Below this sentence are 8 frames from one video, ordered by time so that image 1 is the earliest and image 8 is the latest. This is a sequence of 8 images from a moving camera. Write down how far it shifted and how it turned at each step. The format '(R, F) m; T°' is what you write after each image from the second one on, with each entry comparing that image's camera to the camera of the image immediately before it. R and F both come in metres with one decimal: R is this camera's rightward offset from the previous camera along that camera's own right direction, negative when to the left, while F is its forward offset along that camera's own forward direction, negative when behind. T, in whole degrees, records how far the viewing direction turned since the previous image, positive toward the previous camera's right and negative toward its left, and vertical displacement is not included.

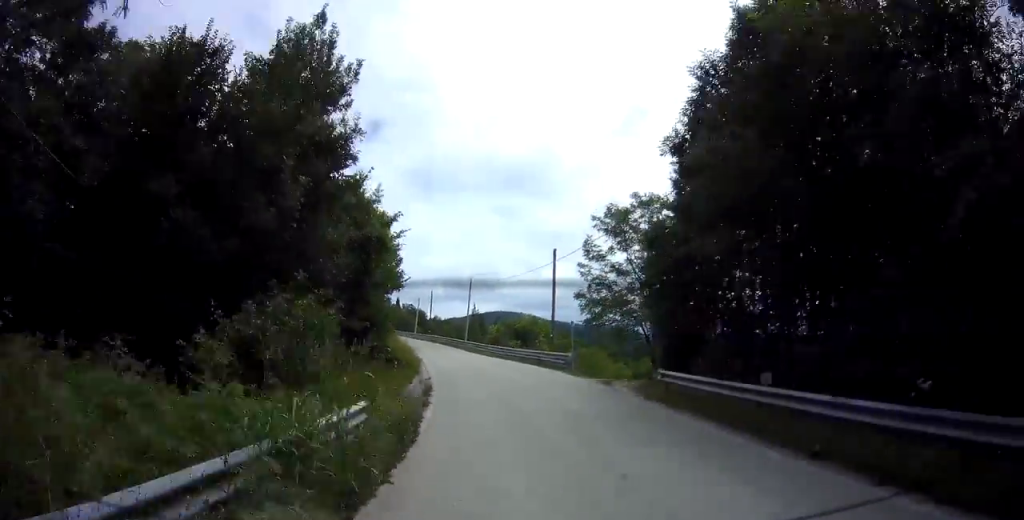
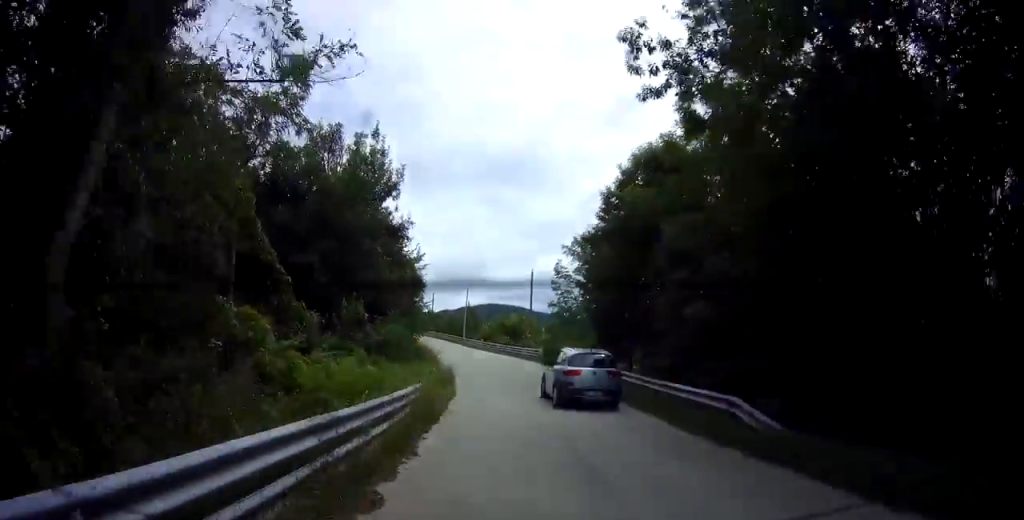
(0.0, +11.6) m; -3°
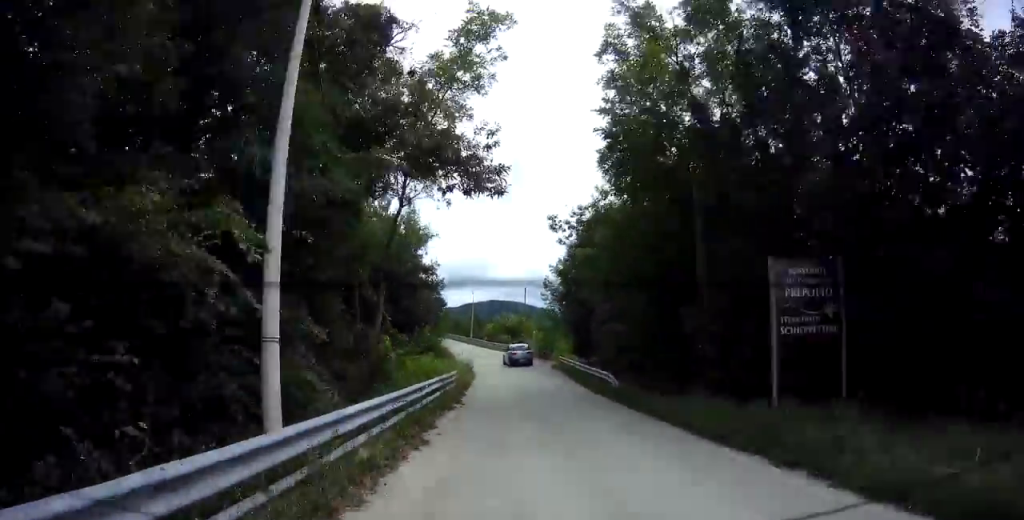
(-0.5, +12.0) m; -2°
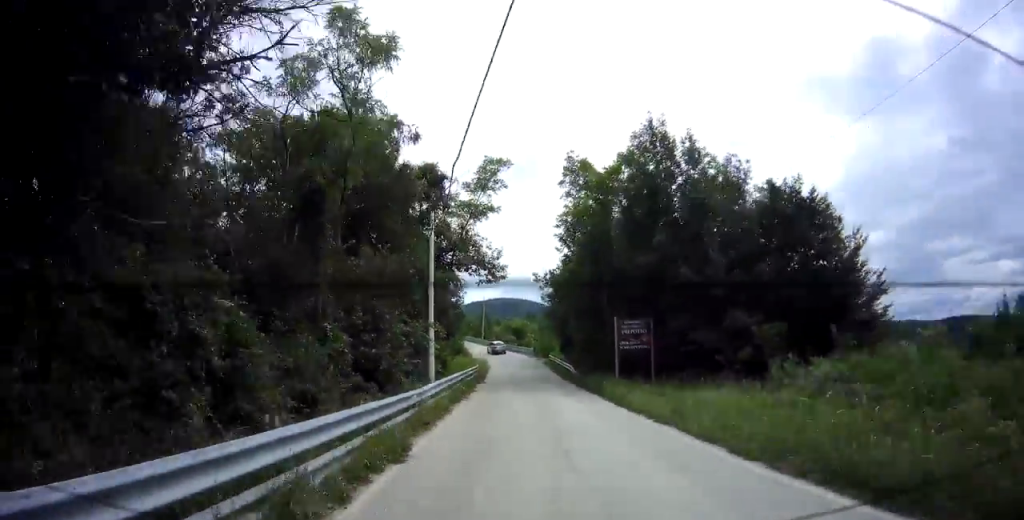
(+0.1, +14.2) m; +1°
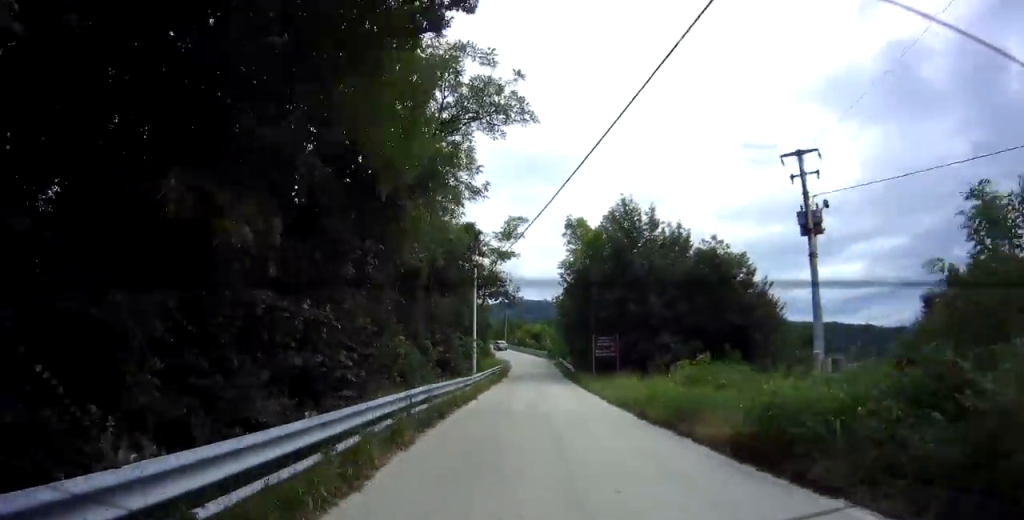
(+0.1, +12.2) m; -2°
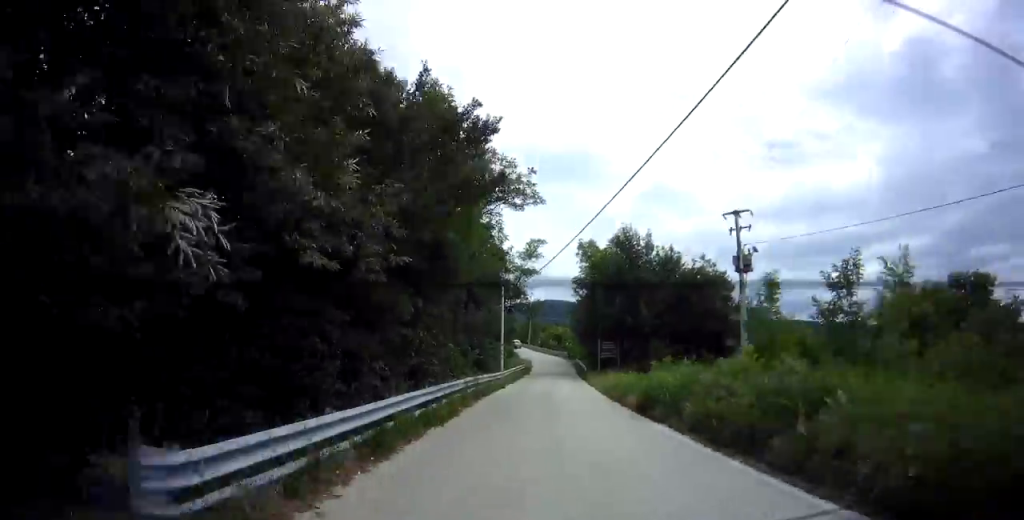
(0.0, +8.4) m; -2°
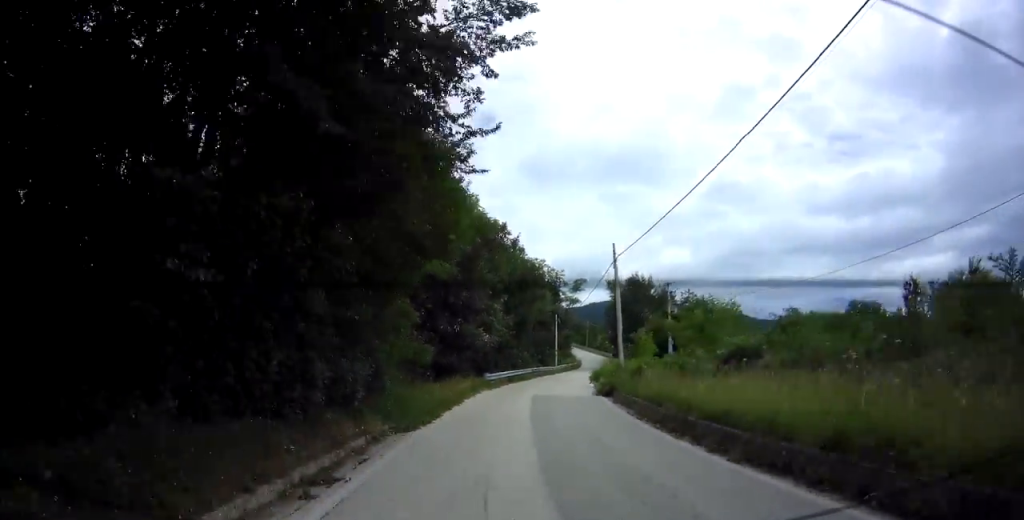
(-1.5, +24.9) m; -7°
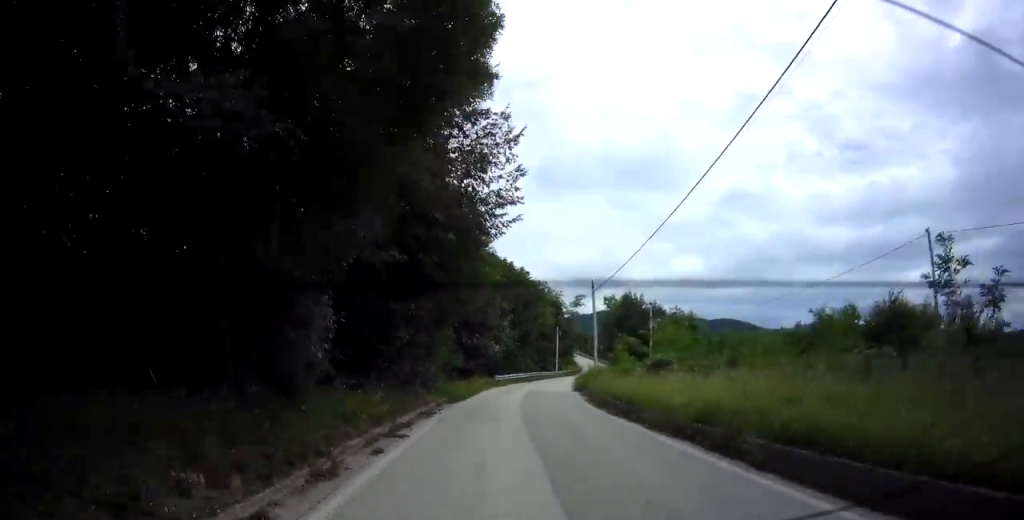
(-0.6, +9.0) m; -2°
